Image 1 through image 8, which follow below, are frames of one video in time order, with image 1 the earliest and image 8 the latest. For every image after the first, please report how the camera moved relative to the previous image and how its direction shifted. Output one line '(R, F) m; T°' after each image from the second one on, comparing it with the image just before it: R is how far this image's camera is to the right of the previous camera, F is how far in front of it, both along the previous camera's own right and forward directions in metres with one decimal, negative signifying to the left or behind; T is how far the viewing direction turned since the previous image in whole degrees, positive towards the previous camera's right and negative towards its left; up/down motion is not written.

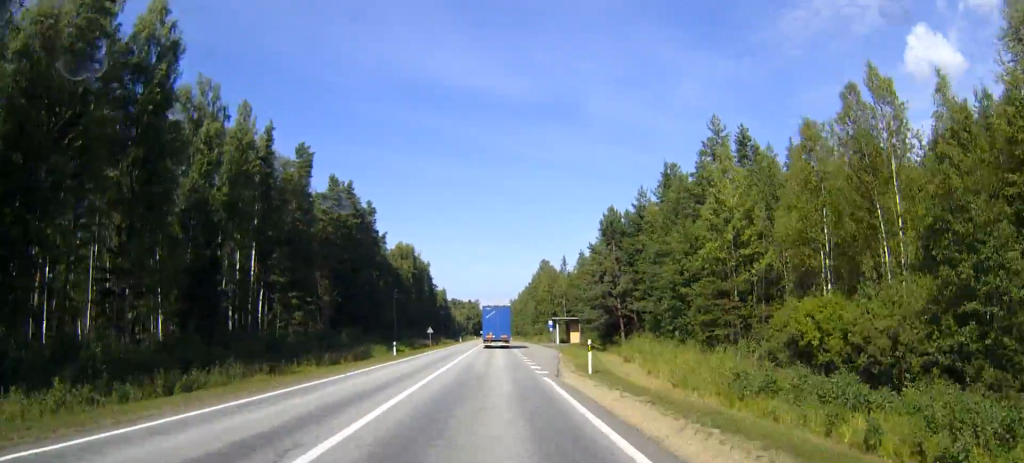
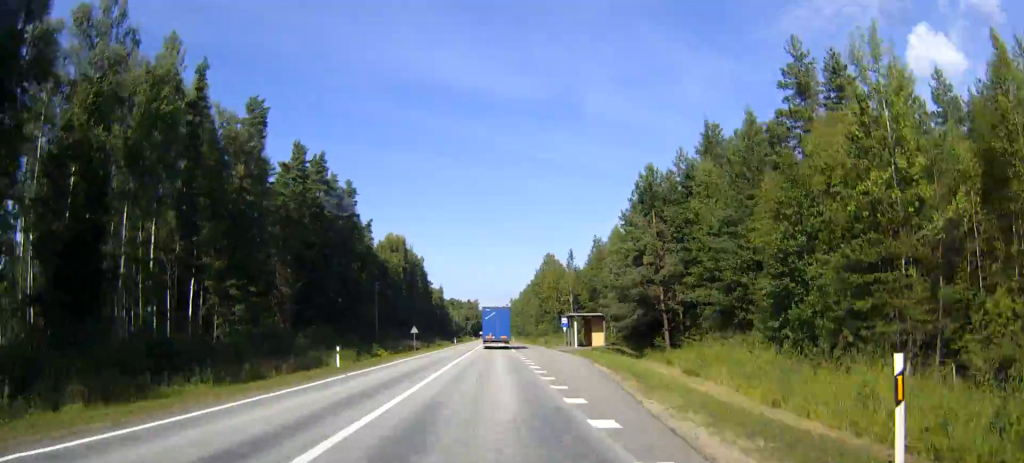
(0.0, +19.1) m; 0°
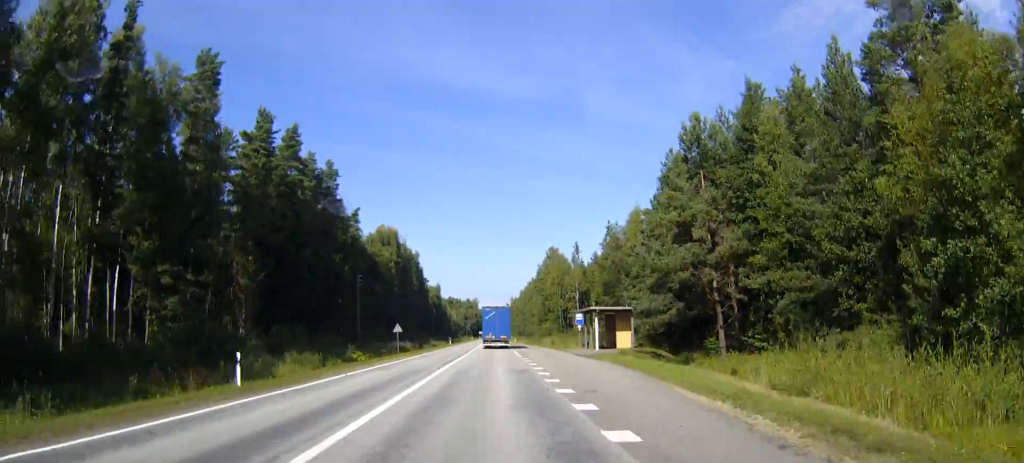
(0.0, +13.6) m; 0°
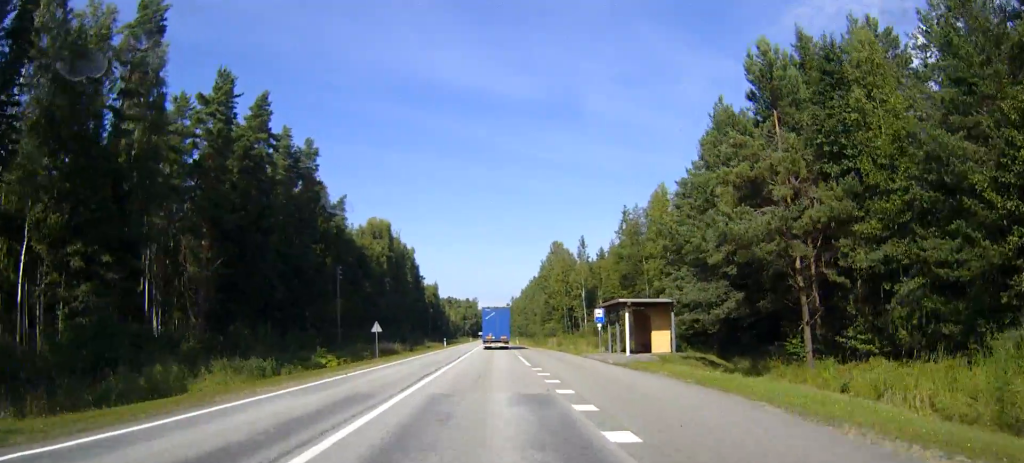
(0.0, +12.0) m; 0°
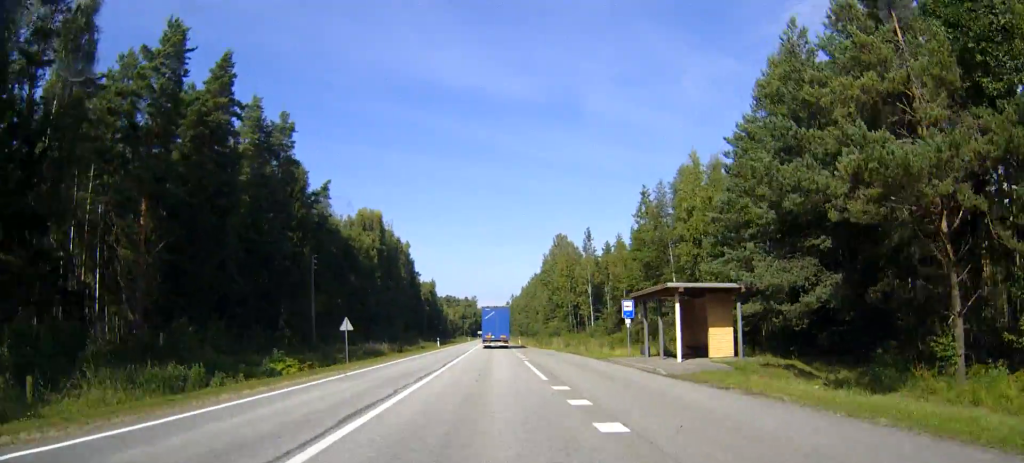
(0.0, +11.2) m; 0°
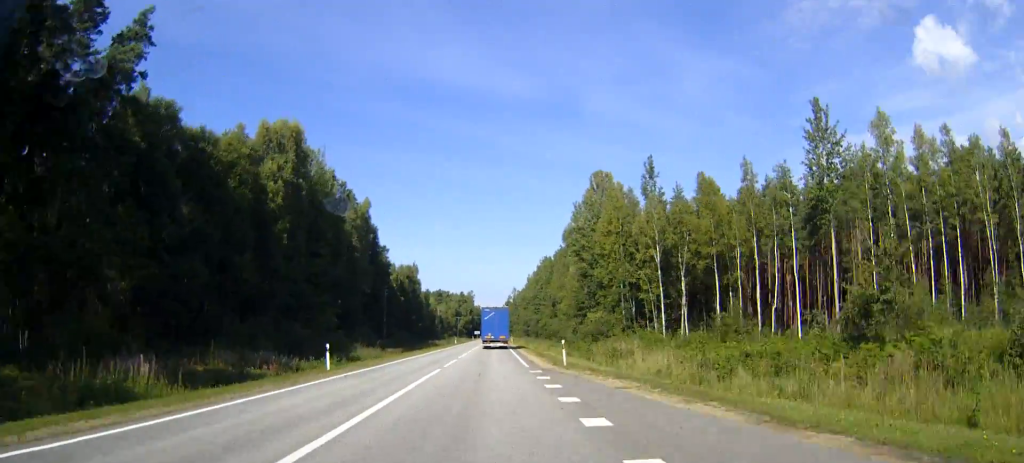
(0.0, +61.4) m; 0°
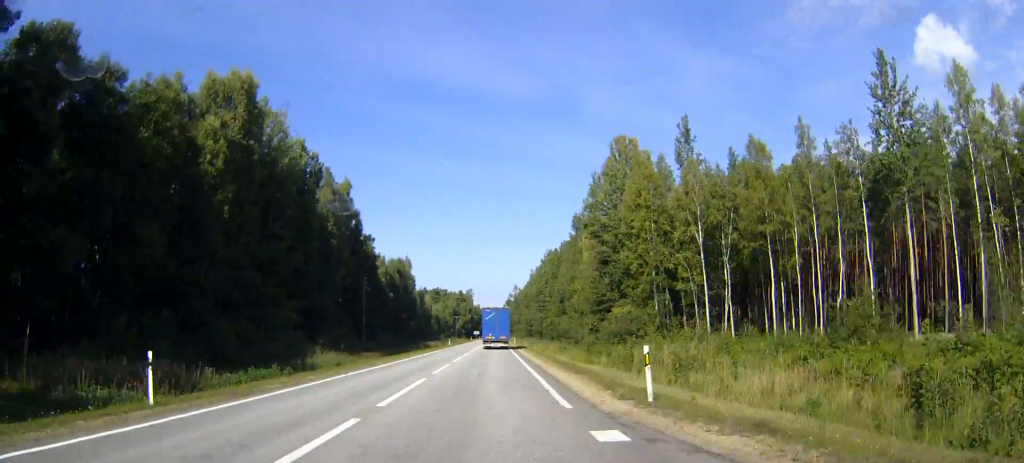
(0.0, +17.5) m; 0°
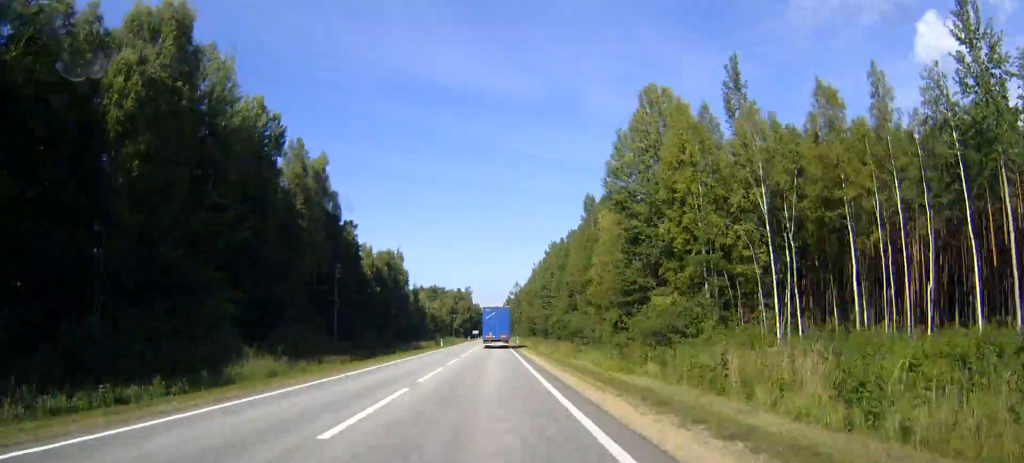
(0.0, +16.8) m; 0°
